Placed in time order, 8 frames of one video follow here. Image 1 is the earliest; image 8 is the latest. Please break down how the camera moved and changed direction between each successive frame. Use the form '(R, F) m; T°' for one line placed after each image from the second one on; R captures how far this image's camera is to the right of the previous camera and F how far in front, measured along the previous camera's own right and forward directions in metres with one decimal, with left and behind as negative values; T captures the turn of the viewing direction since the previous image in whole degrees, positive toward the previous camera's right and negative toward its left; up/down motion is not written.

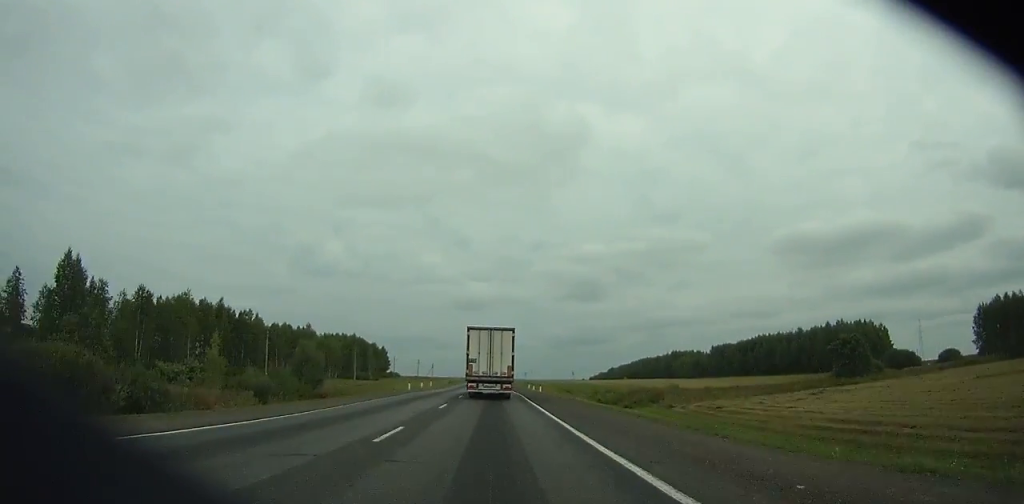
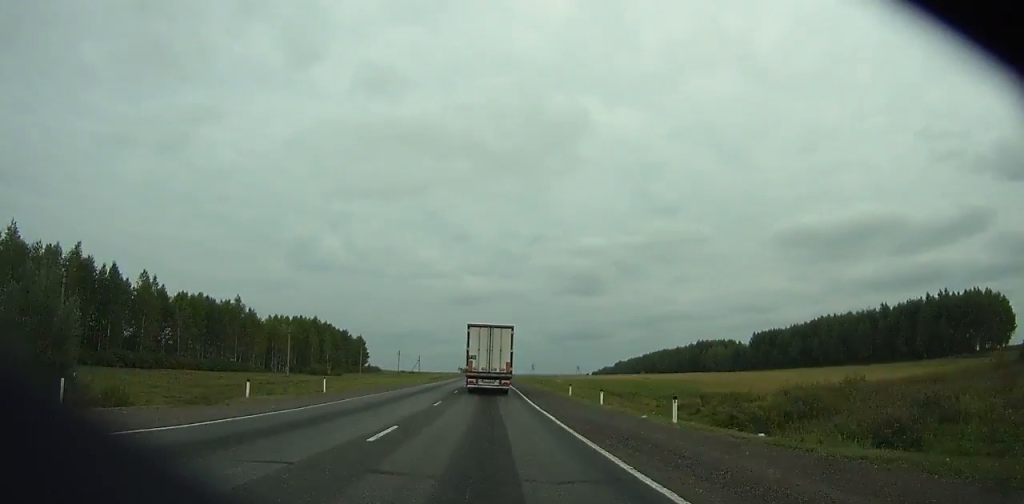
(+0.1, +49.5) m; 0°
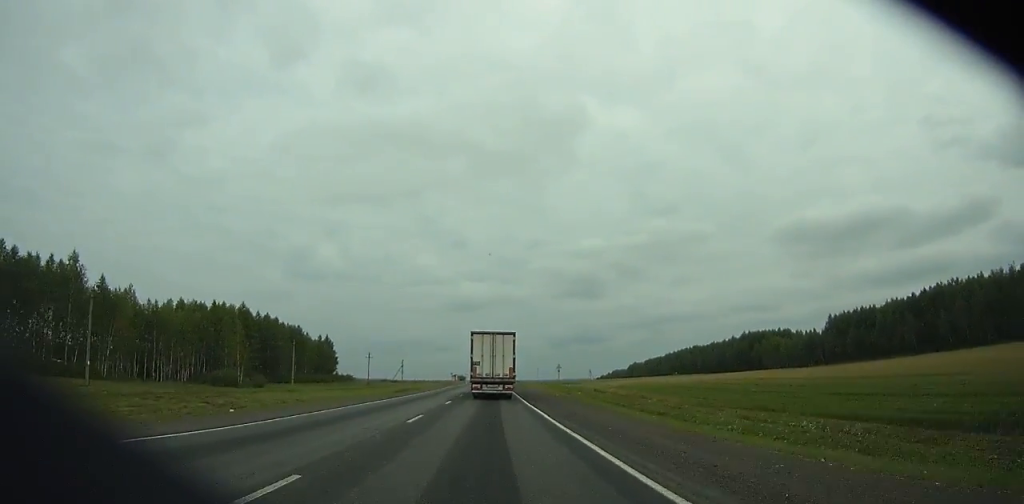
(0.0, +55.3) m; 0°
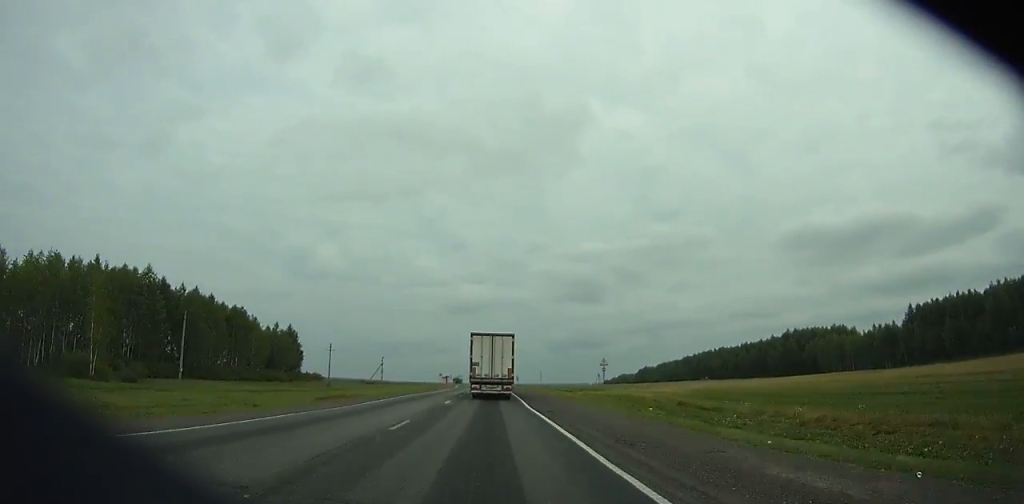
(0.0, +38.8) m; 0°
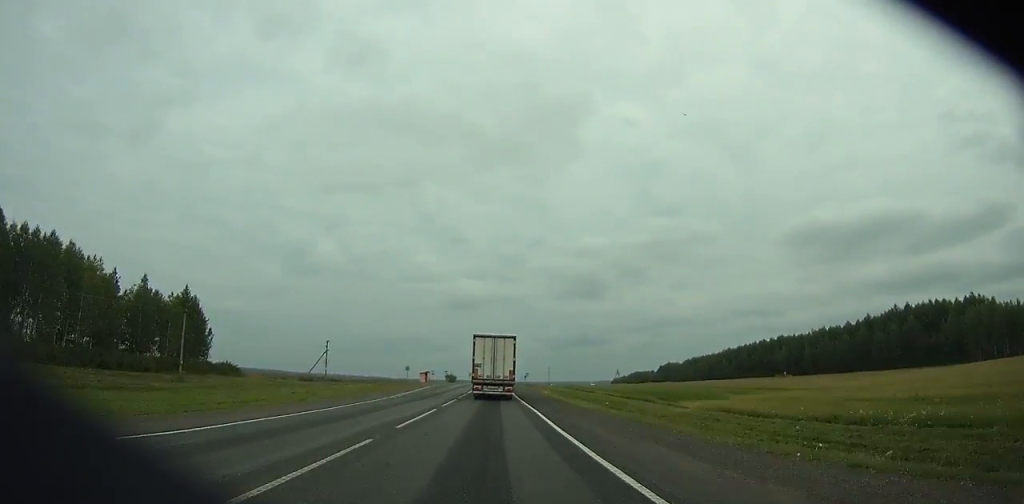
(+0.1, +61.2) m; 0°
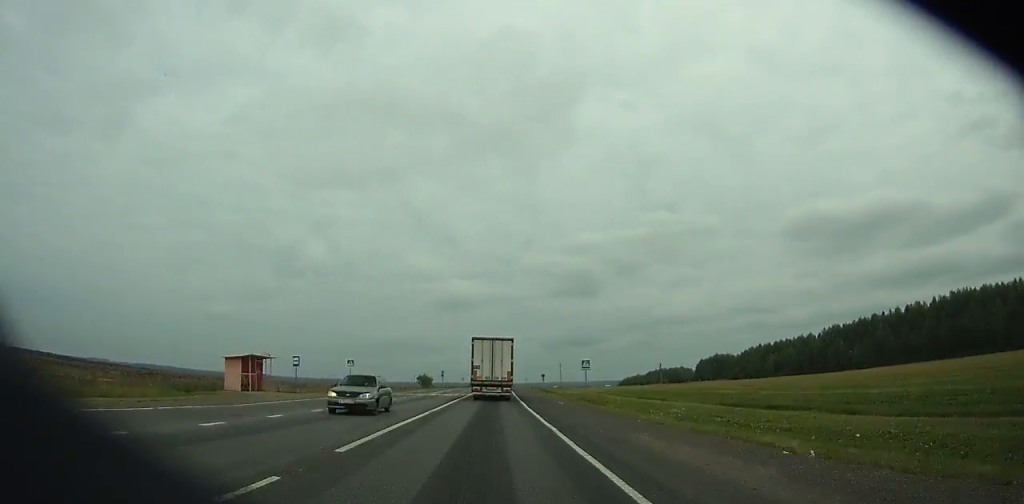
(+0.4, +101.7) m; +1°
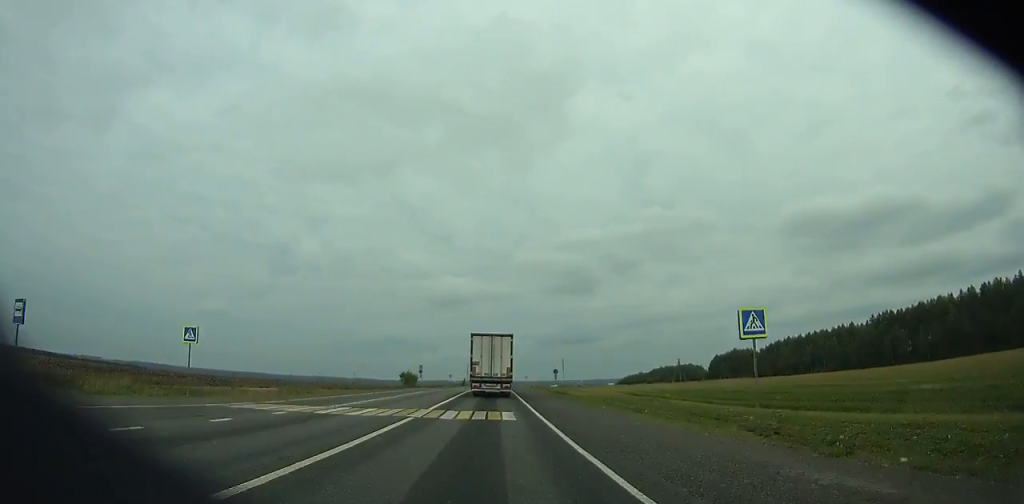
(+0.1, +30.4) m; 0°
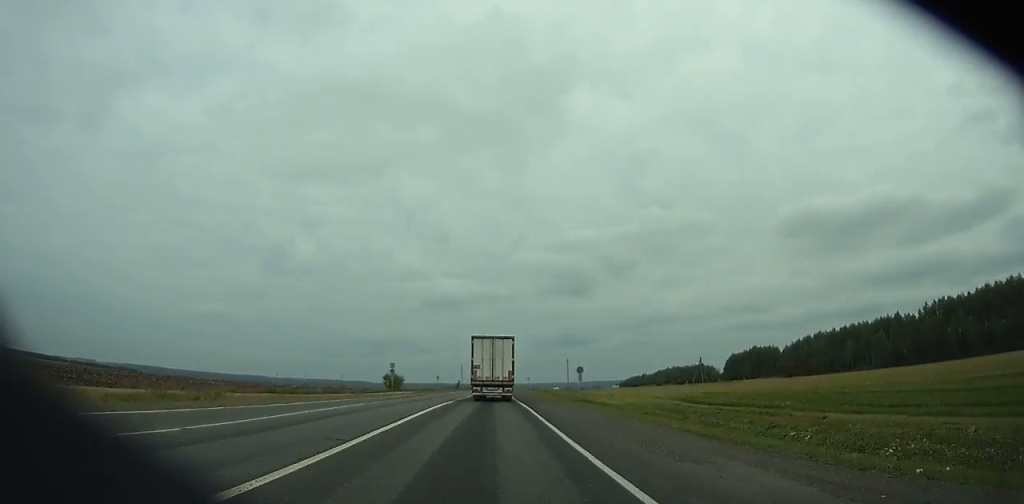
(0.0, +26.4) m; 0°
